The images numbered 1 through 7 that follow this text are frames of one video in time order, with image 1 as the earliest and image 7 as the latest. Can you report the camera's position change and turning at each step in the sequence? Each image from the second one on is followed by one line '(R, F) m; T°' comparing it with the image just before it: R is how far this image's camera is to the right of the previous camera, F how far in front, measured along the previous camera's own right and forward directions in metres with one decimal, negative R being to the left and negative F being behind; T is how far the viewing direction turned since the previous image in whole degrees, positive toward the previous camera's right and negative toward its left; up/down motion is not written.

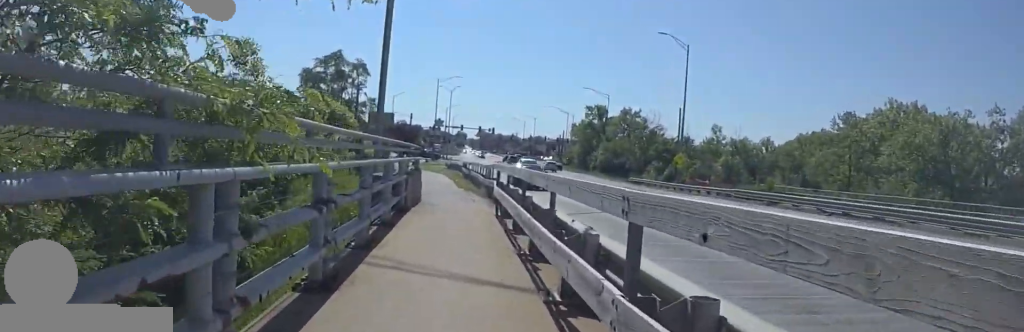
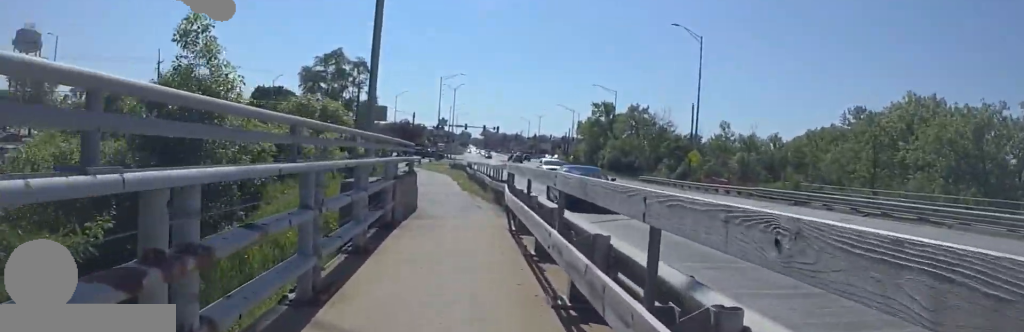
(0.0, +3.0) m; 0°
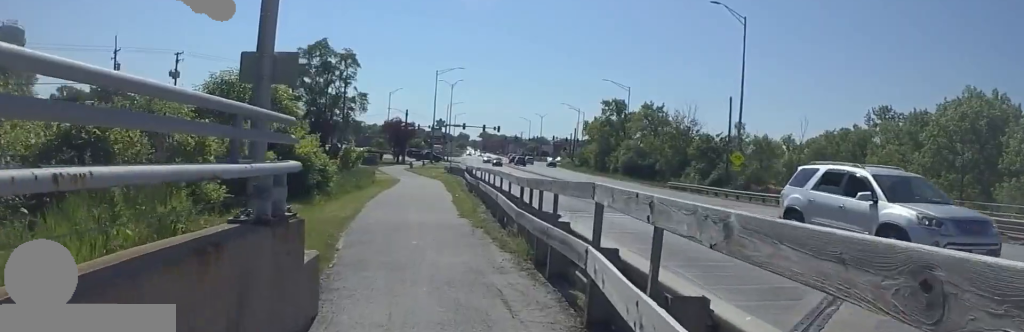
(-0.1, +11.2) m; -14°
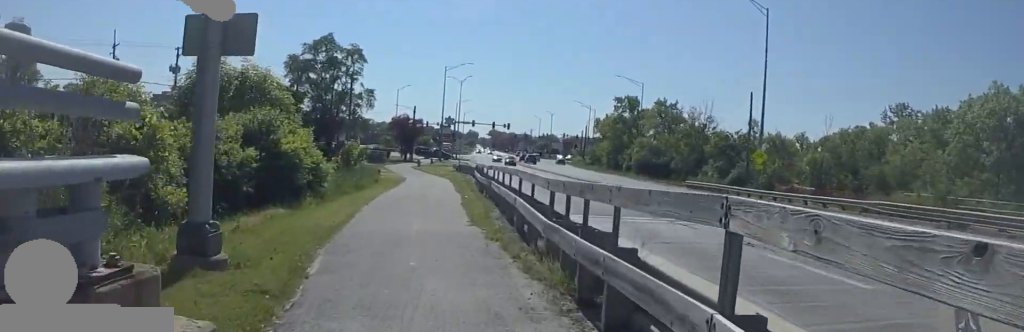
(-0.6, +2.5) m; 0°
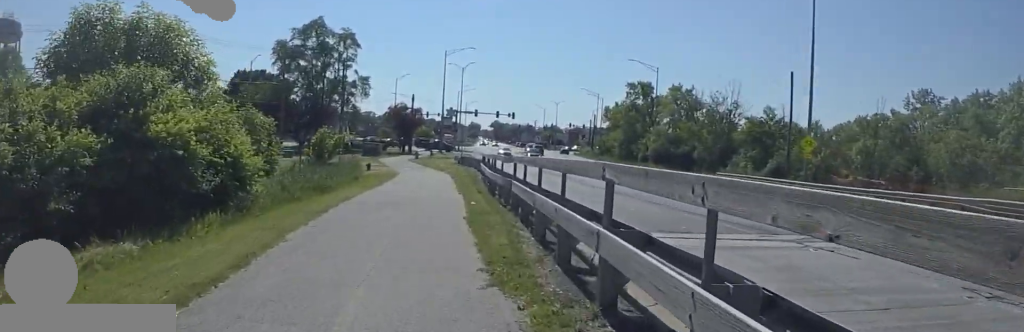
(+0.1, +7.3) m; +9°
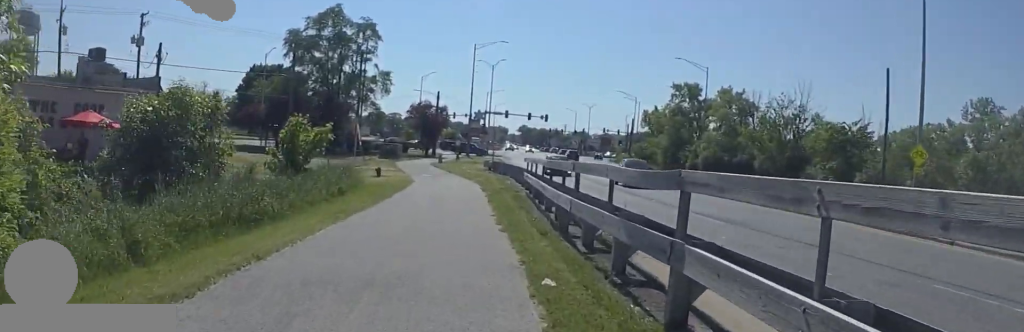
(+0.9, +9.3) m; +5°
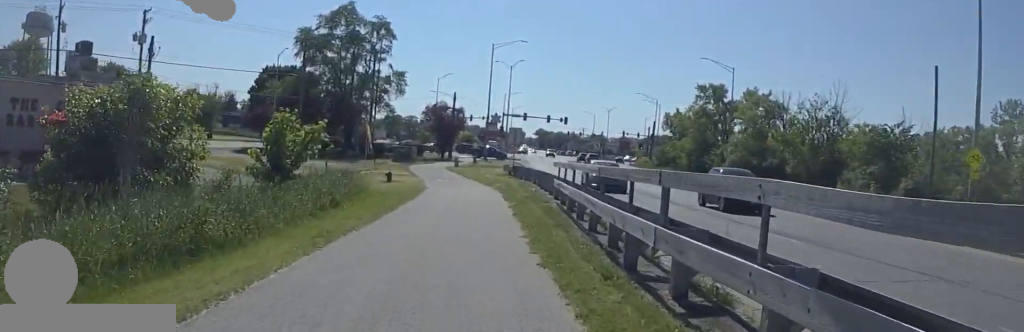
(0.0, +3.5) m; -5°
